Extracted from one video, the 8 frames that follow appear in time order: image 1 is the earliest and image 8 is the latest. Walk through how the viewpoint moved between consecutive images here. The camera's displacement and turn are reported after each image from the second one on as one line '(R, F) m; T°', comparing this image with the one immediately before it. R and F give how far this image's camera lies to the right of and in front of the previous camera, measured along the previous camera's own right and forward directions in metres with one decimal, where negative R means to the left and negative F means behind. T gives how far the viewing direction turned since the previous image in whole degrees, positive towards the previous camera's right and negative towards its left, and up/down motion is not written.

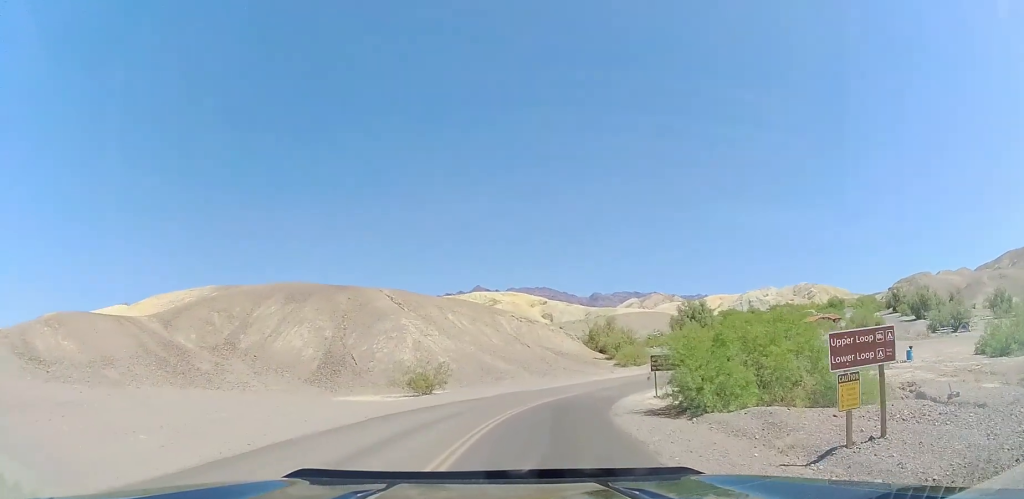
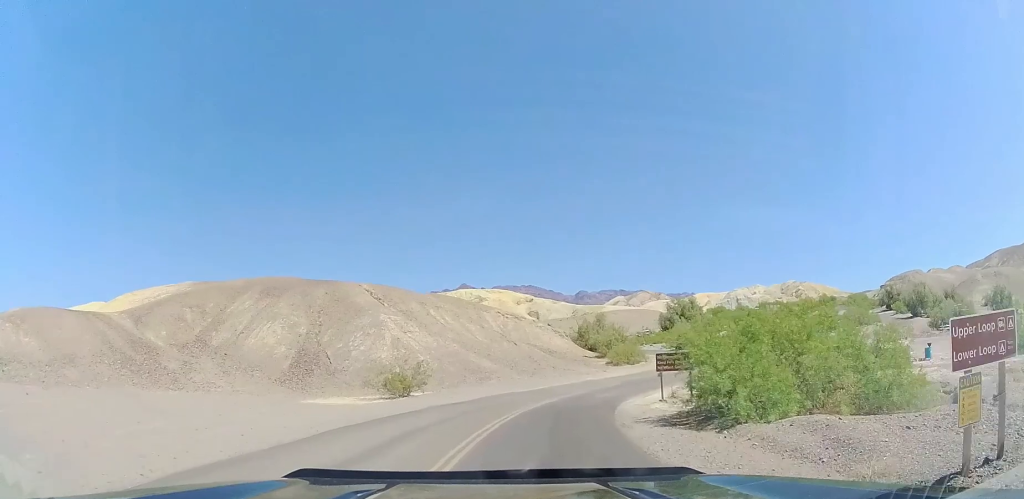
(-0.2, +3.1) m; 0°
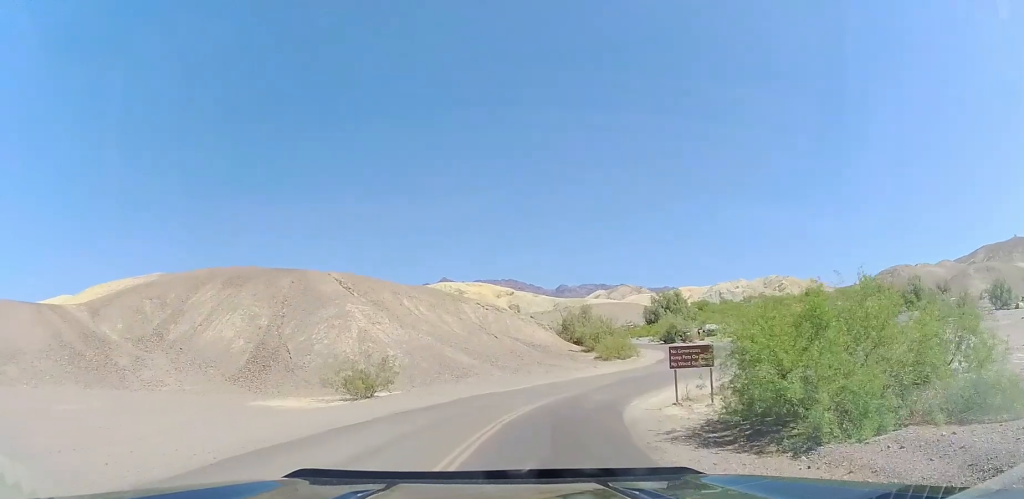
(+0.3, +3.9) m; +3°
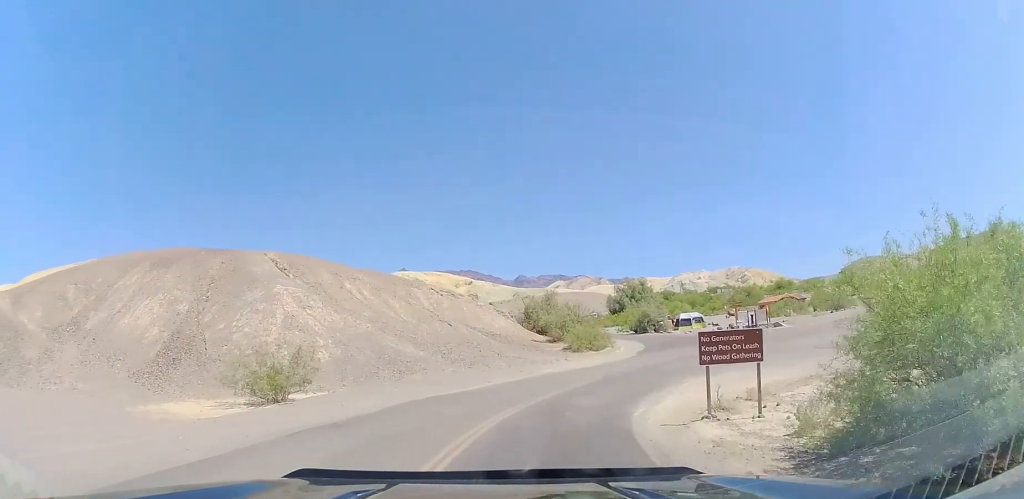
(+0.2, +5.9) m; +2°
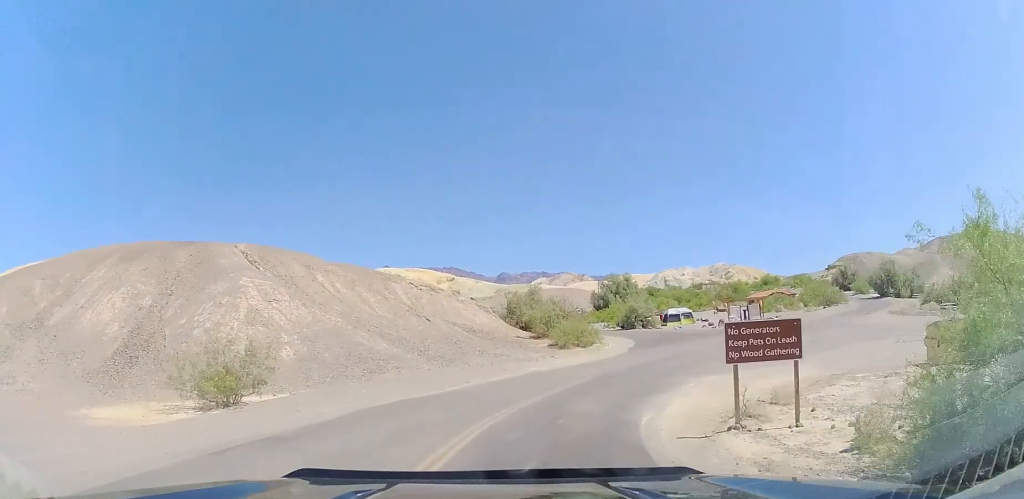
(0.0, +2.4) m; +1°
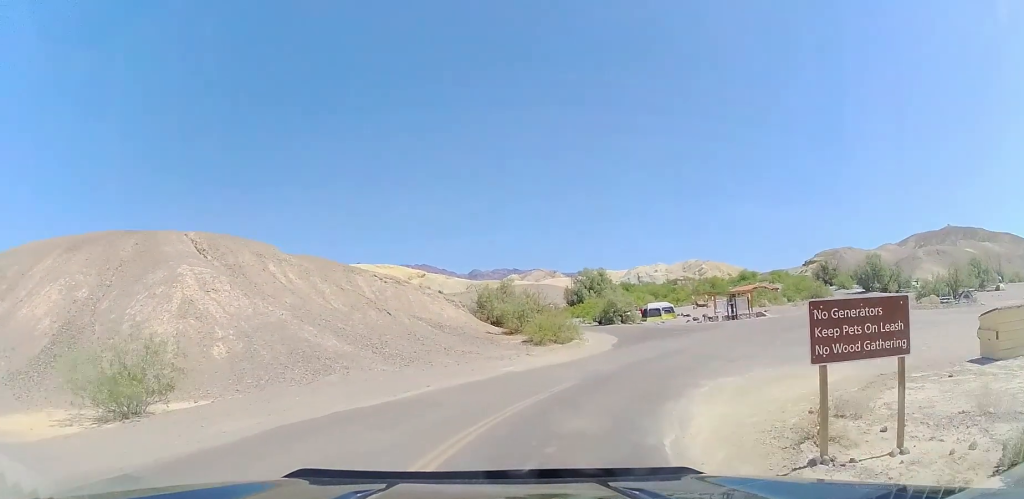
(0.0, +3.6) m; +4°
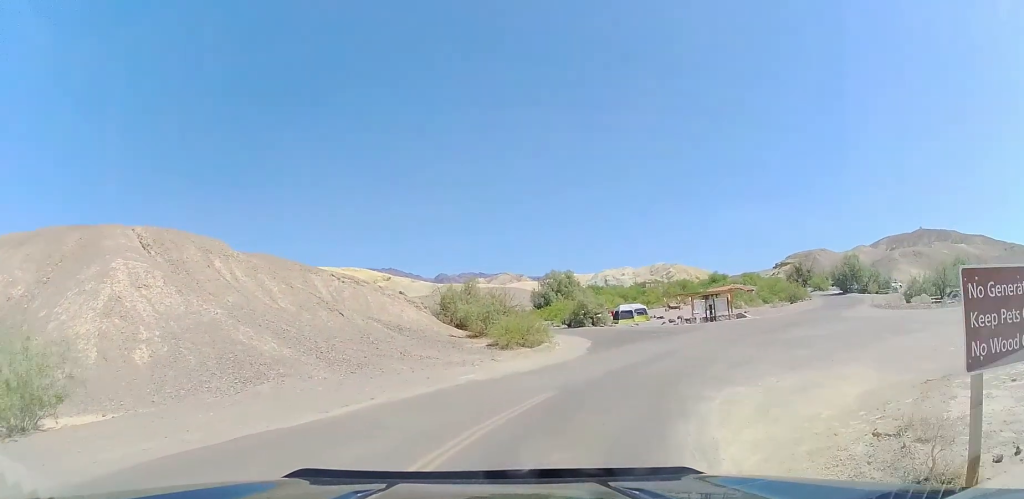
(+0.1, +2.9) m; +5°
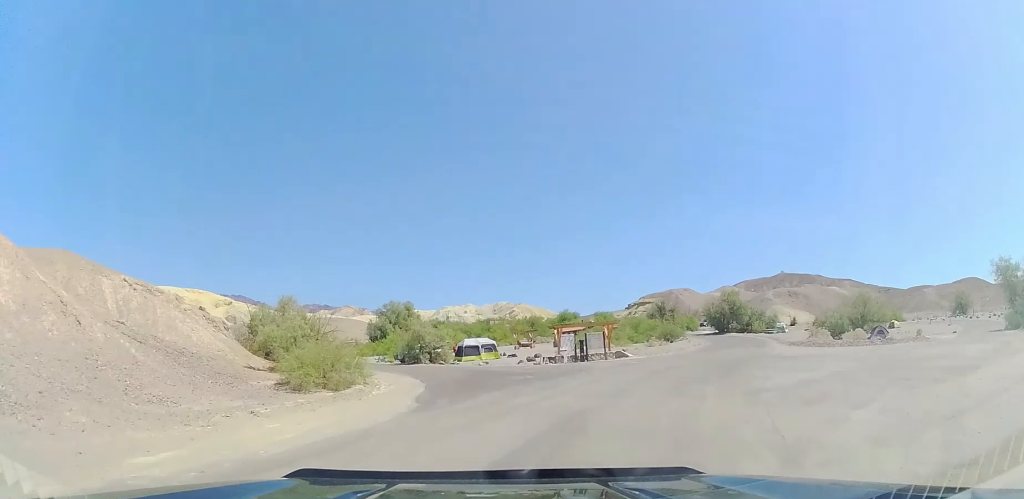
(+1.6, +10.4) m; +14°
